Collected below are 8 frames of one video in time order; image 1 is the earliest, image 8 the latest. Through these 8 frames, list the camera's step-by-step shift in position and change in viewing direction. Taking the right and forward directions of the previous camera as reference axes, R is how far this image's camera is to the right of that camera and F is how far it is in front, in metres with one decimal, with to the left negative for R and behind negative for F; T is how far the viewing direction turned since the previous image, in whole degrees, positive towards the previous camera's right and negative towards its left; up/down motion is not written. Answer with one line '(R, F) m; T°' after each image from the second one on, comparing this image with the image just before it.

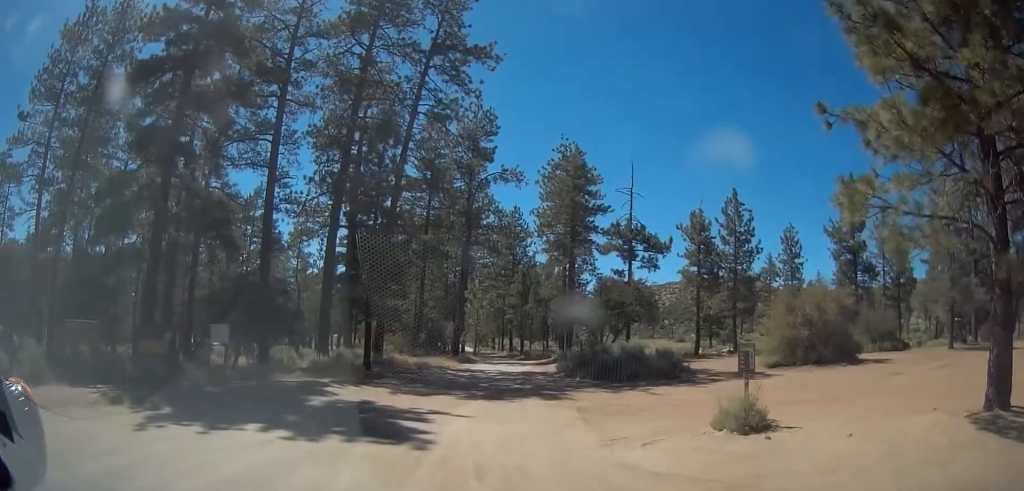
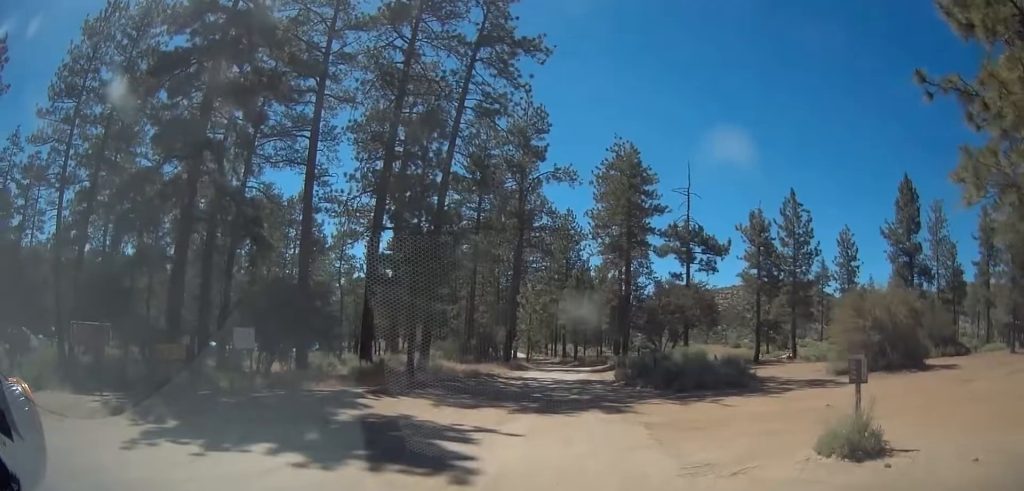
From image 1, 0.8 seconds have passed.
(-0.2, +1.9) m; -7°
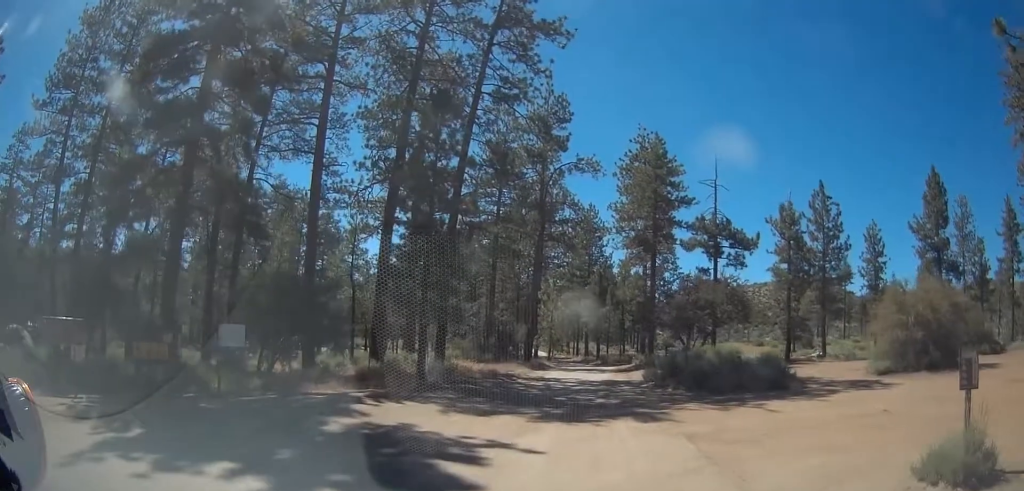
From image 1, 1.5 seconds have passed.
(-0.3, +2.2) m; 0°
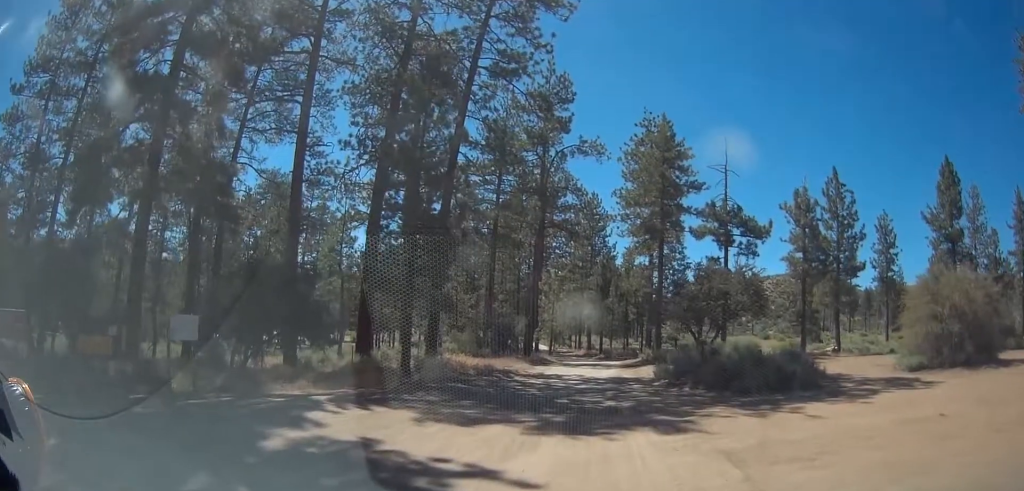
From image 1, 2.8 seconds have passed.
(+0.3, +3.0) m; +4°
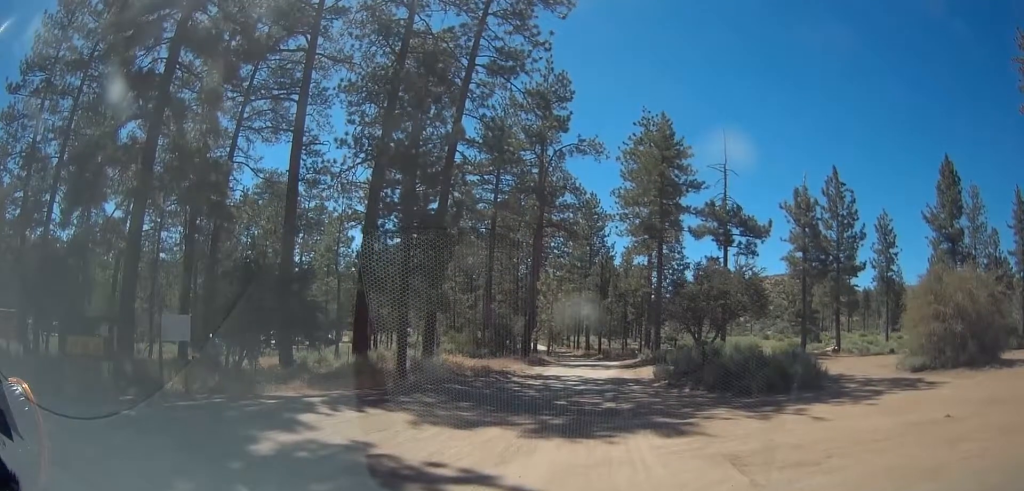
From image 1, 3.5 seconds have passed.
(-0.1, +0.9) m; 0°
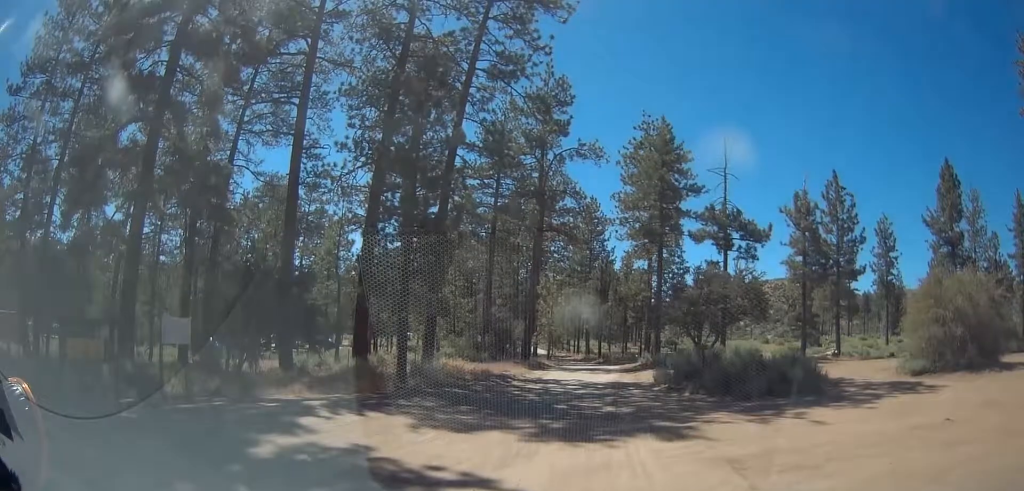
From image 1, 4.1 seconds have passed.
(-0.1, +0.4) m; 0°
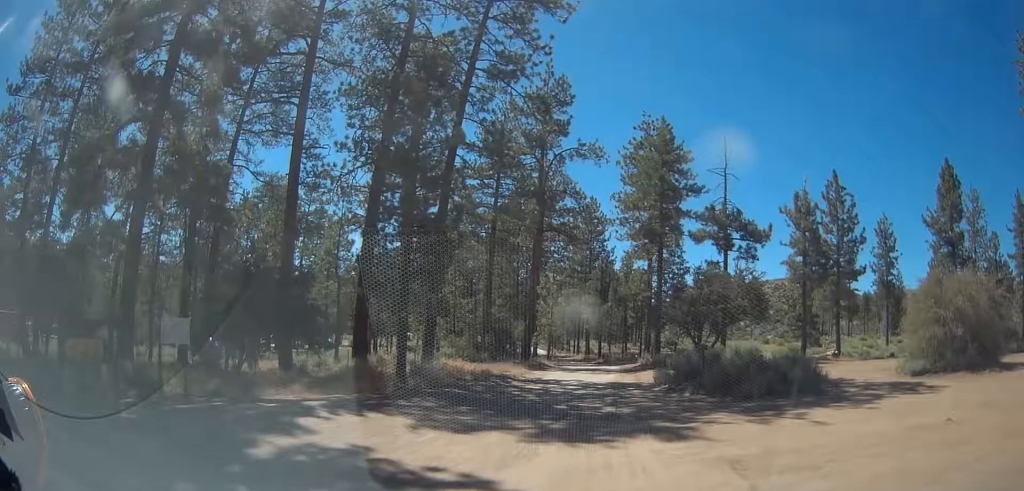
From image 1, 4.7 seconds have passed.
(-0.1, +0.4) m; 0°
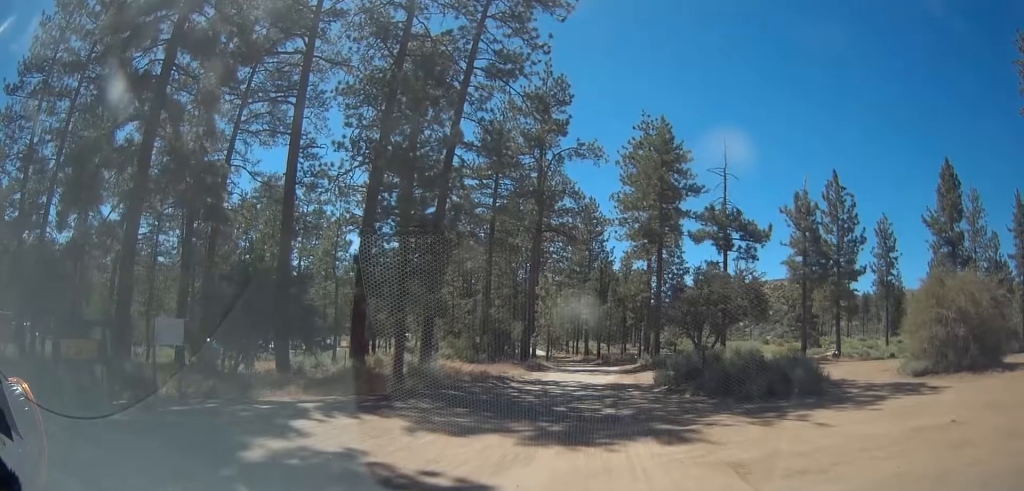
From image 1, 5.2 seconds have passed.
(-0.2, +0.4) m; 0°
